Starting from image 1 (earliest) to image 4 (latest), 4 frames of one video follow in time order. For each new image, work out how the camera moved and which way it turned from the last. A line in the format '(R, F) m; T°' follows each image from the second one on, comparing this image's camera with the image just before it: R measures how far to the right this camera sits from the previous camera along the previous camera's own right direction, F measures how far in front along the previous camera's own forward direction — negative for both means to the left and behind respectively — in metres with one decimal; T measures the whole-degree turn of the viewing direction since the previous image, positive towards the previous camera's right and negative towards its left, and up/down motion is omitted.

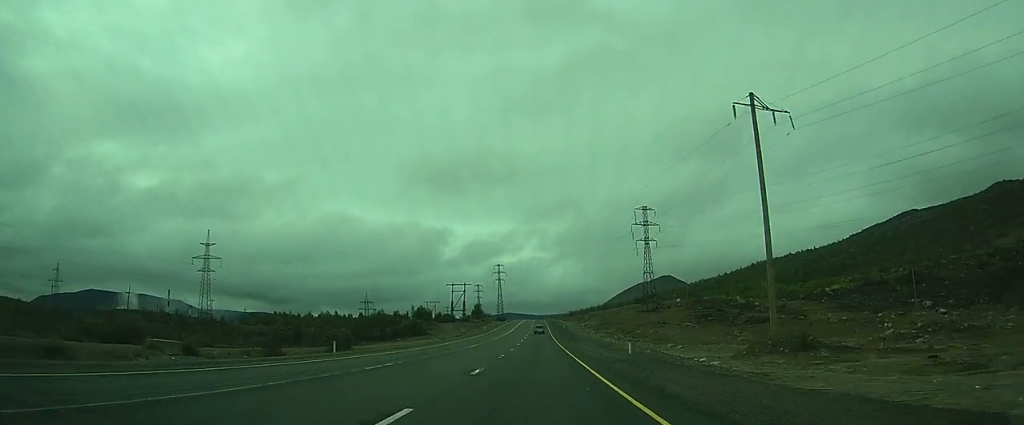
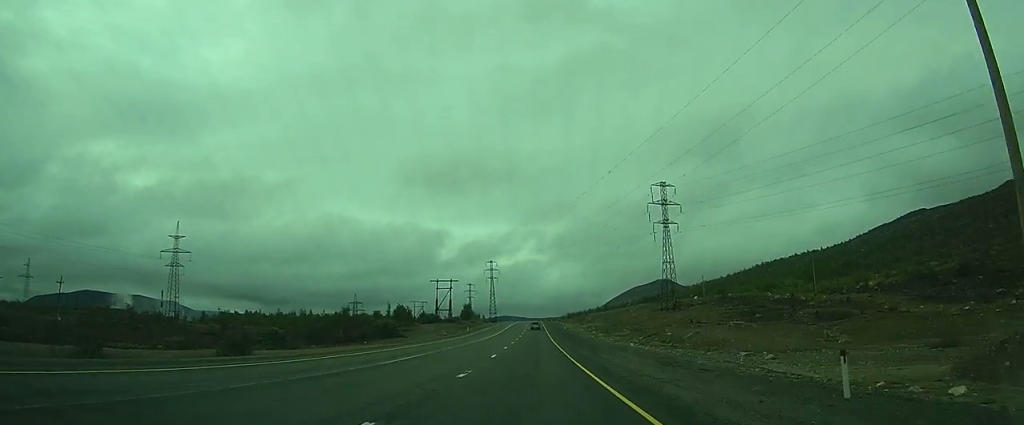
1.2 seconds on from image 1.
(+0.3, +25.4) m; +2°
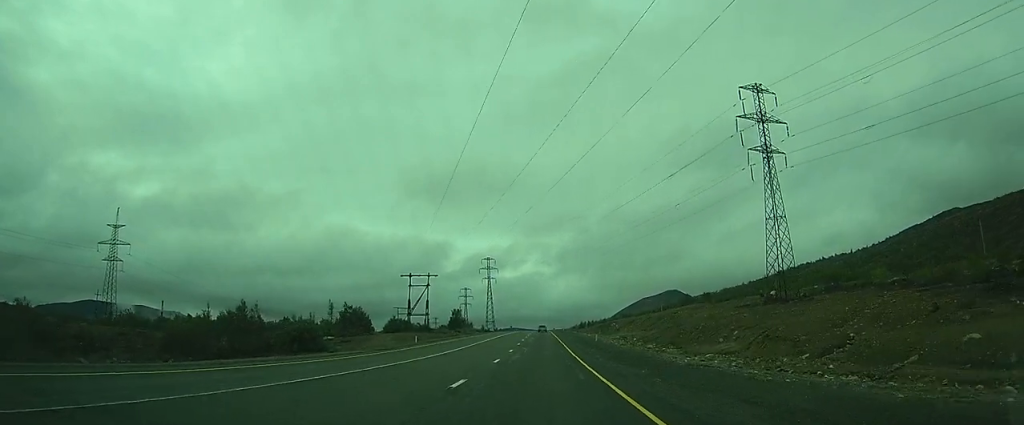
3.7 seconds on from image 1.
(-0.2, +50.3) m; -1°
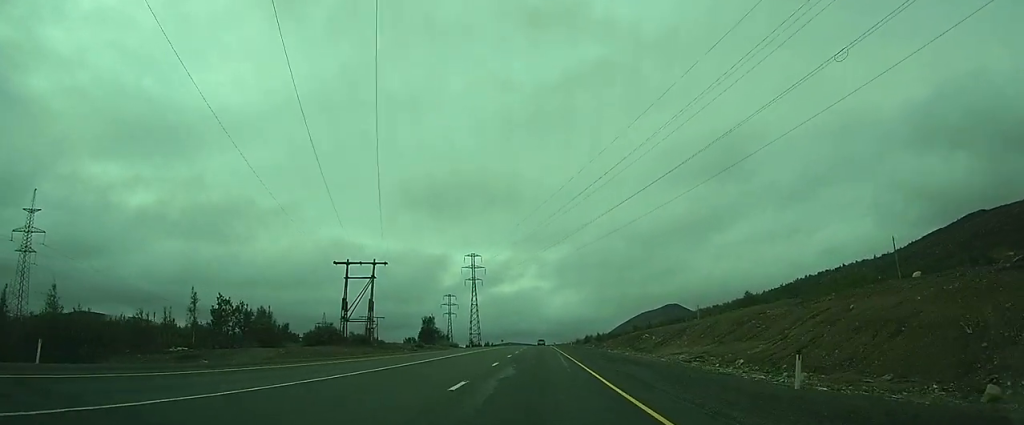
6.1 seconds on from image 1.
(+0.3, +47.1) m; 0°
